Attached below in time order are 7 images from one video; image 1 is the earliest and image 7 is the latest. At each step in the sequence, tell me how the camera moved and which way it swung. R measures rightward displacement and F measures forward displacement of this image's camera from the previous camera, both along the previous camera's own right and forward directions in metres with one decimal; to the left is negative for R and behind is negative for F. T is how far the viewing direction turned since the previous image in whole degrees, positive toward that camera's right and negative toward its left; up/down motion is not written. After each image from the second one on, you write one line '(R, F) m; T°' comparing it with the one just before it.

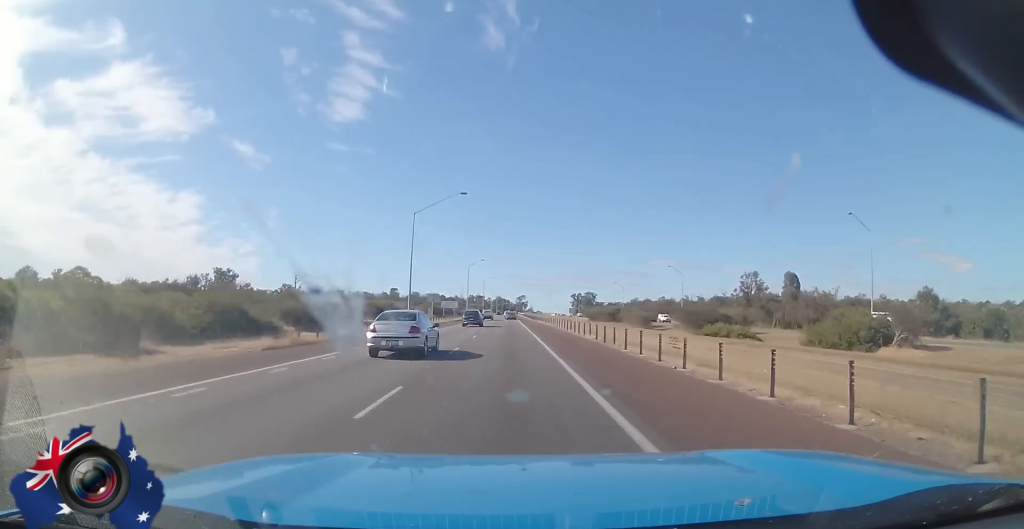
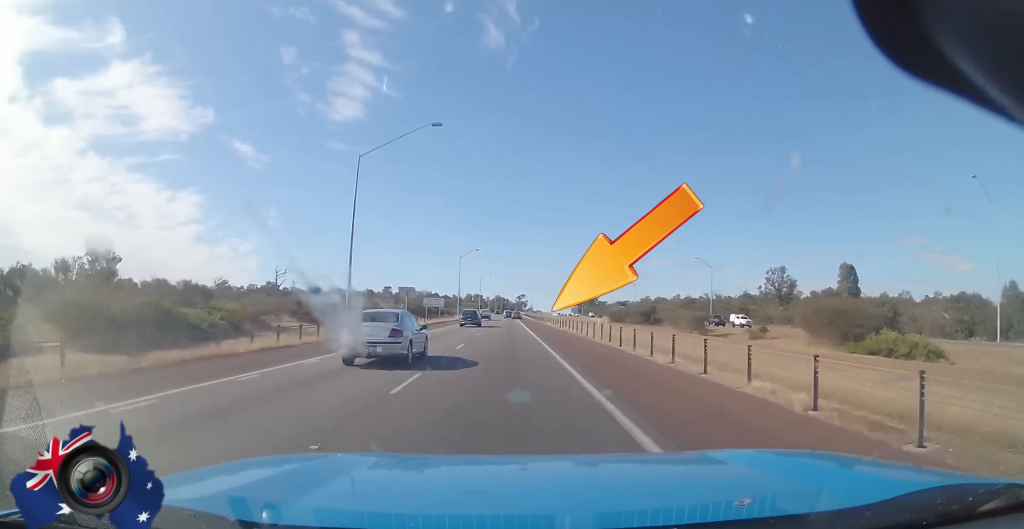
(-0.2, +21.6) m; 0°
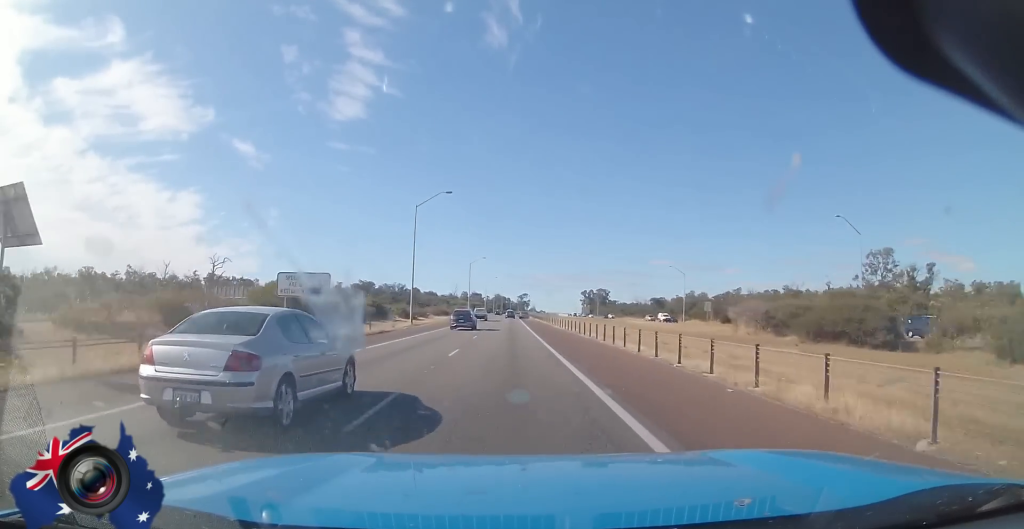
(-0.1, +55.2) m; 0°
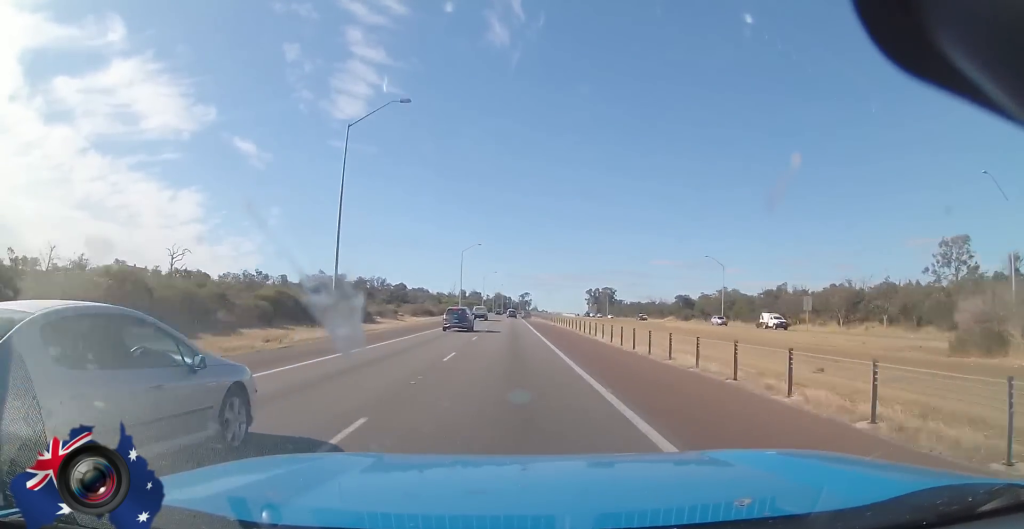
(+0.3, +26.1) m; +1°
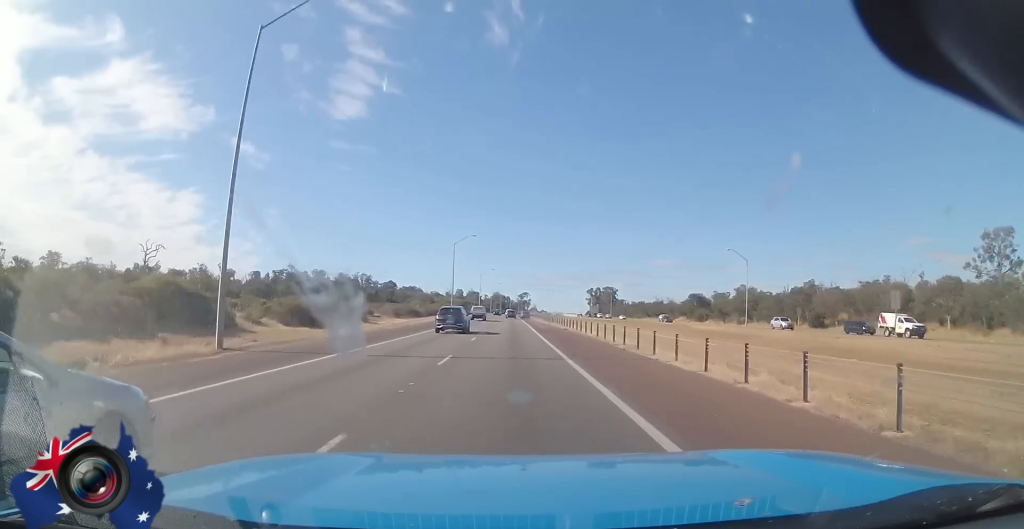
(0.0, +13.0) m; 0°
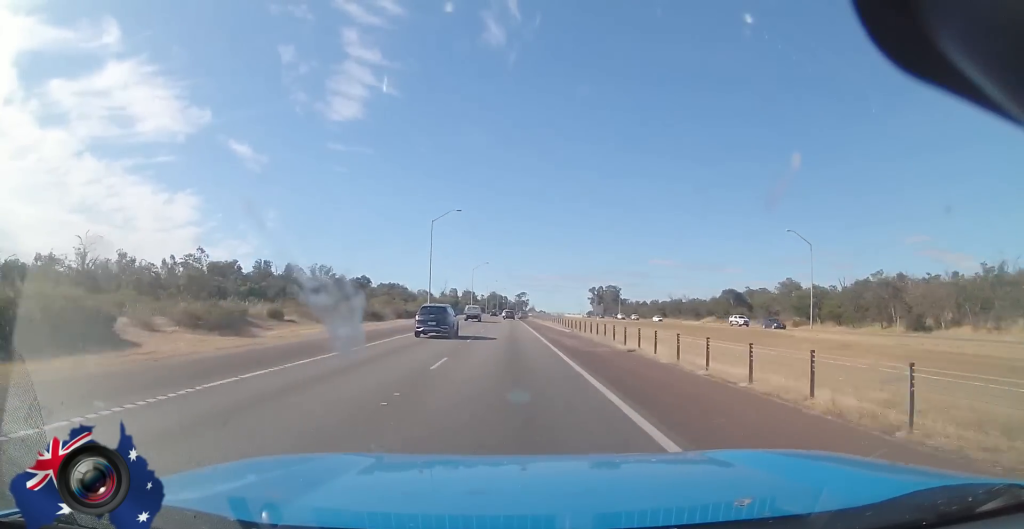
(-0.1, +24.9) m; -1°
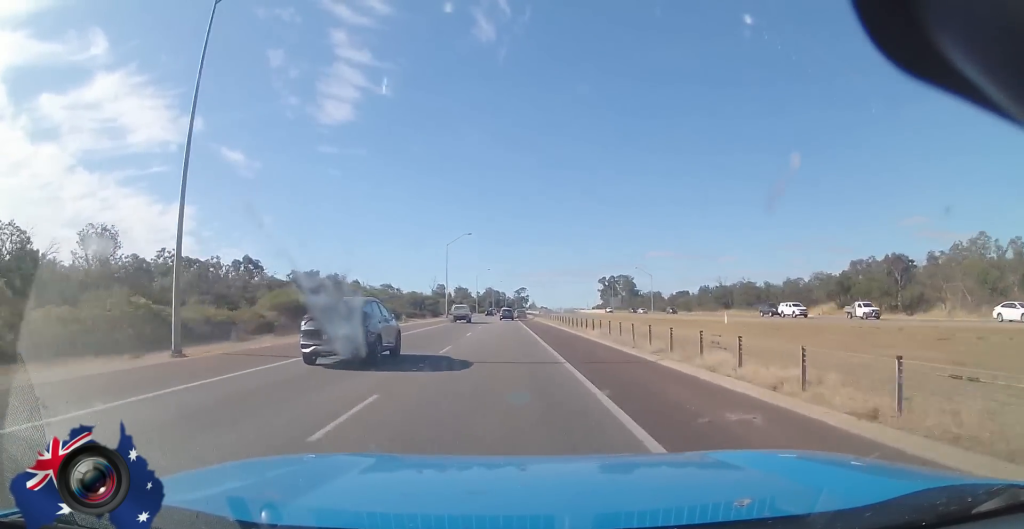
(+0.3, +55.9) m; 0°
